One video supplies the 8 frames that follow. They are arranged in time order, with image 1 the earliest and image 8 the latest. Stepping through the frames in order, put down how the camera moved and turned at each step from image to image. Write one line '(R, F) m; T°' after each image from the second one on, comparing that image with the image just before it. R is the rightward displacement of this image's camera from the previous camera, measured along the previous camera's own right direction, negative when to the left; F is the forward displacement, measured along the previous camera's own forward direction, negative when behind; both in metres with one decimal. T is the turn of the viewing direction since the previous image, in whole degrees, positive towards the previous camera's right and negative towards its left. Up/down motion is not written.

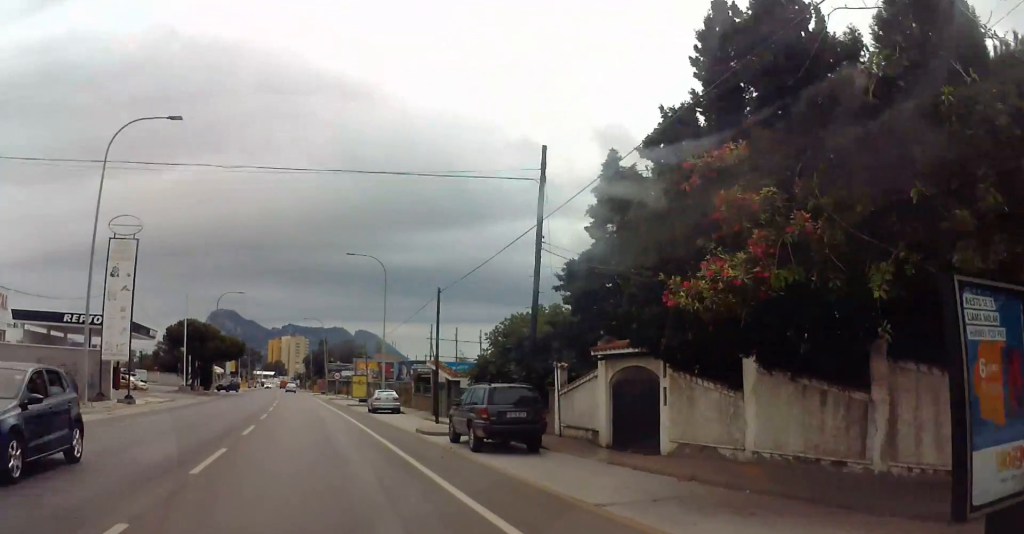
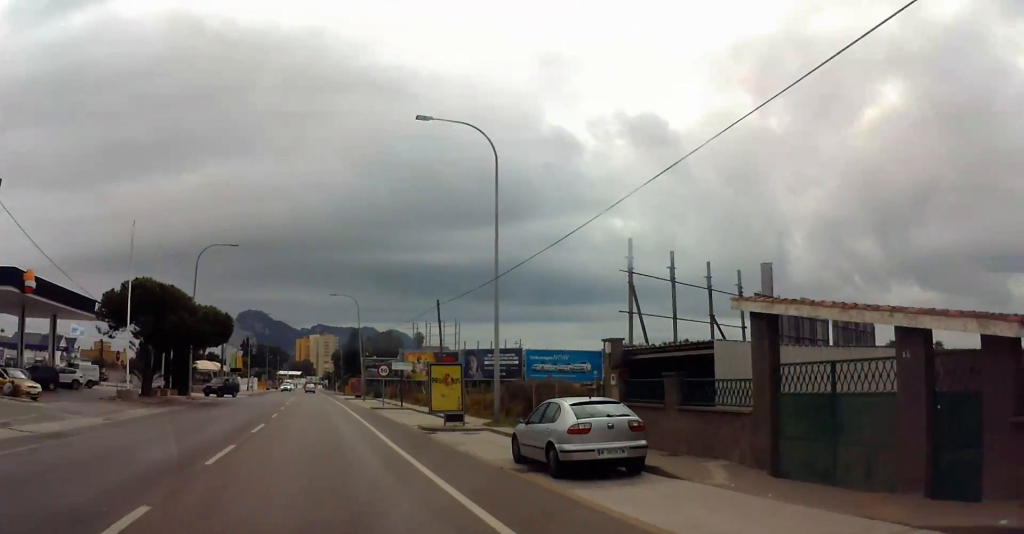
(-0.1, +29.3) m; -2°
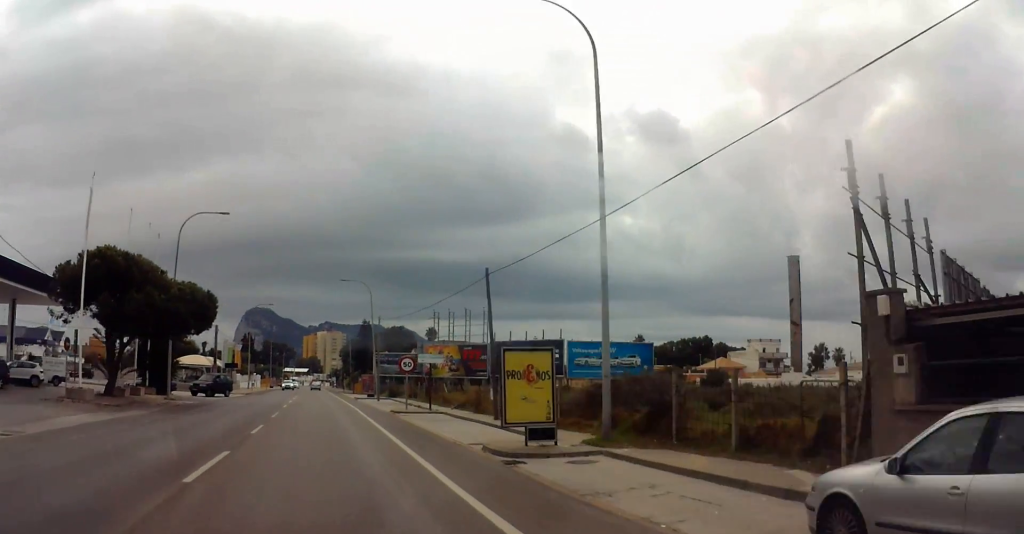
(0.0, +8.9) m; 0°
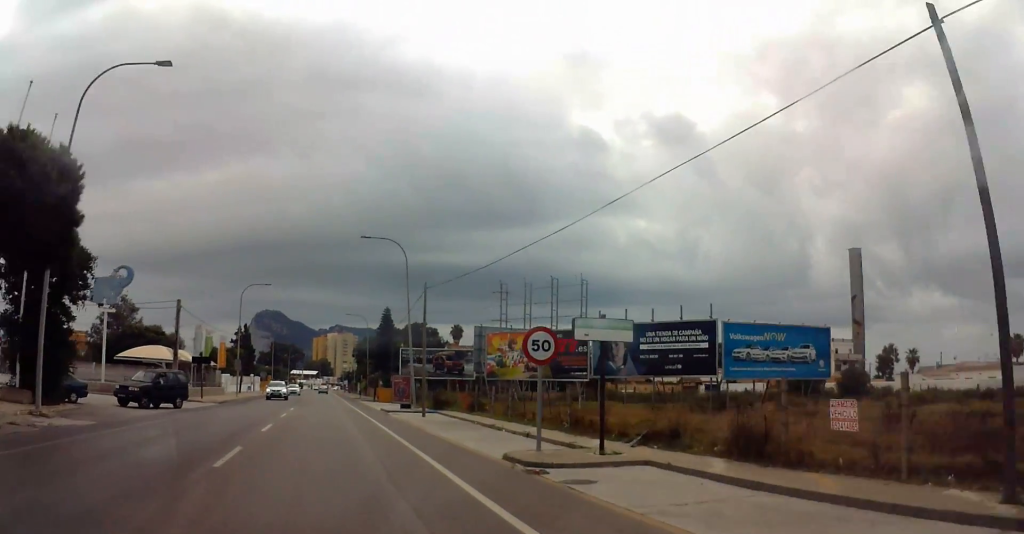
(0.0, +22.4) m; 0°
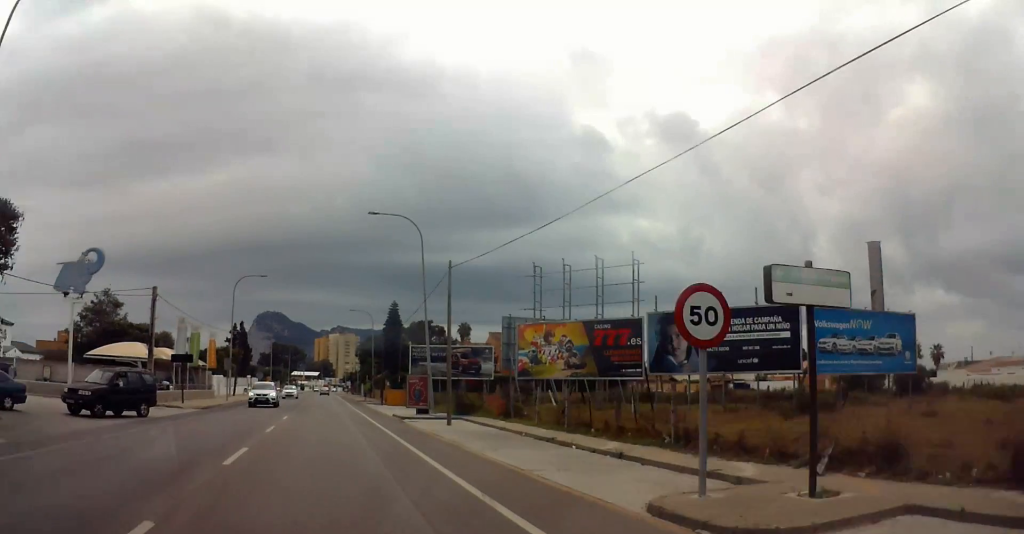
(0.0, +7.5) m; 0°
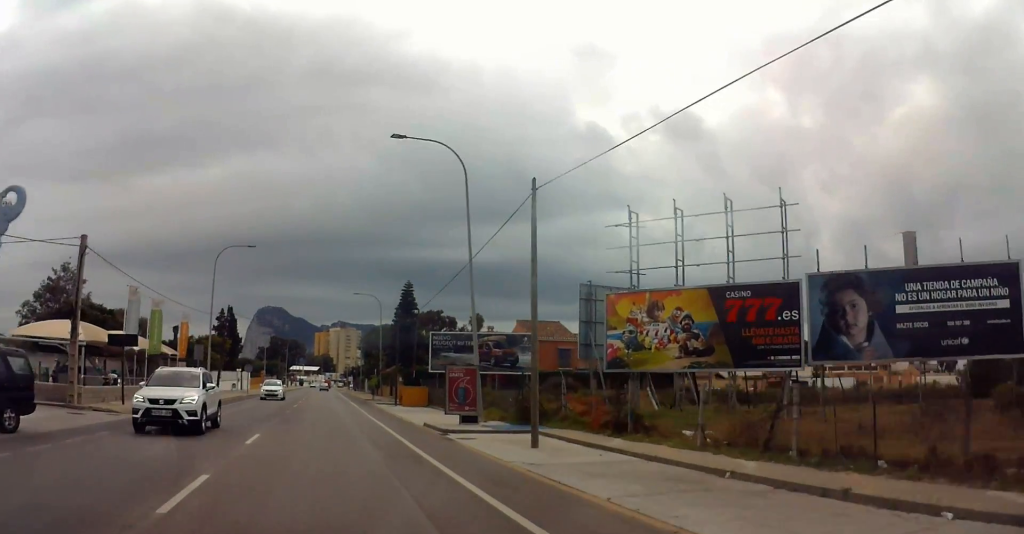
(0.0, +12.3) m; -1°
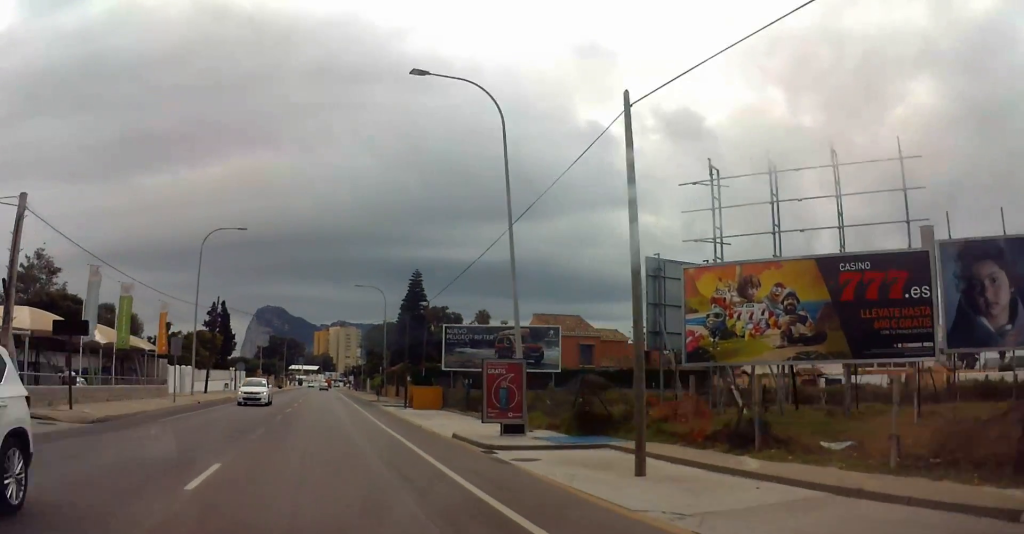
(-0.2, +6.5) m; 0°
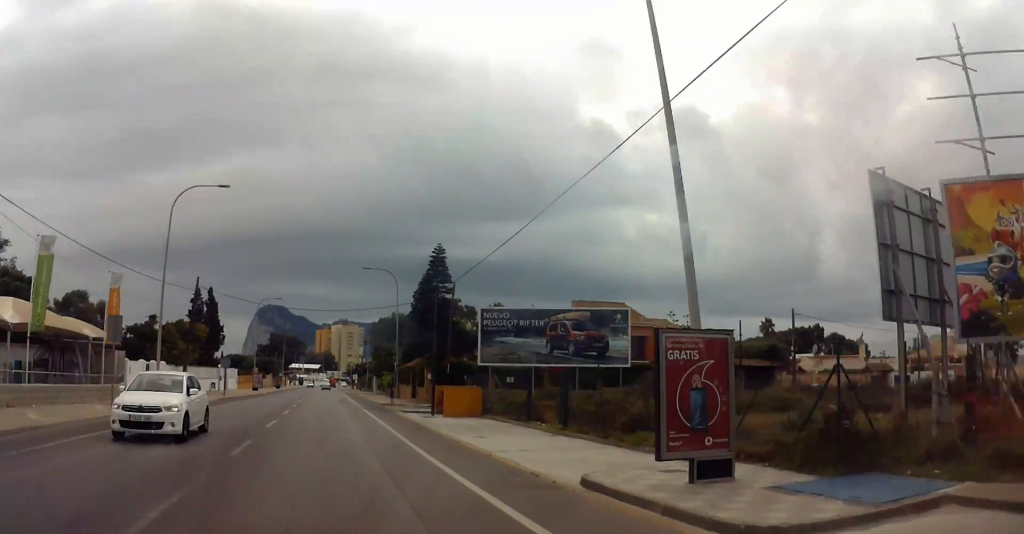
(0.0, +10.8) m; 0°
